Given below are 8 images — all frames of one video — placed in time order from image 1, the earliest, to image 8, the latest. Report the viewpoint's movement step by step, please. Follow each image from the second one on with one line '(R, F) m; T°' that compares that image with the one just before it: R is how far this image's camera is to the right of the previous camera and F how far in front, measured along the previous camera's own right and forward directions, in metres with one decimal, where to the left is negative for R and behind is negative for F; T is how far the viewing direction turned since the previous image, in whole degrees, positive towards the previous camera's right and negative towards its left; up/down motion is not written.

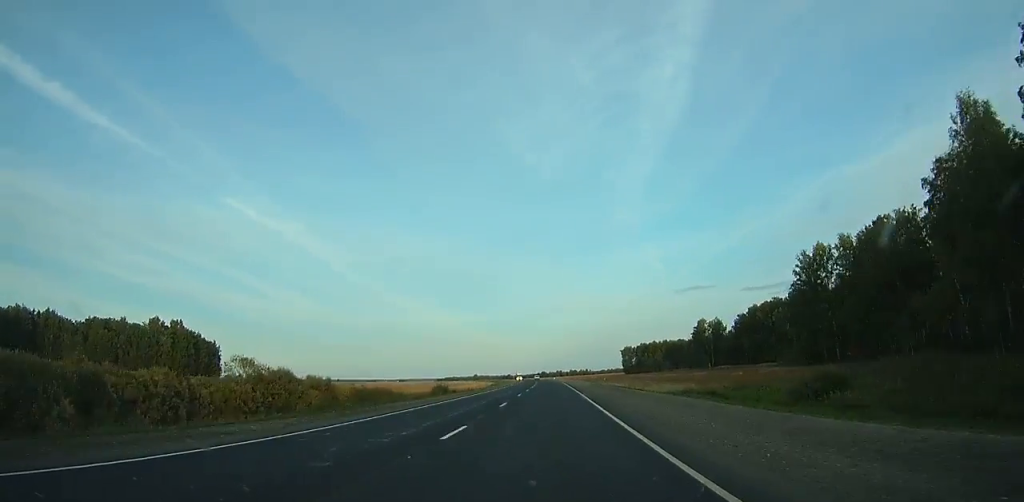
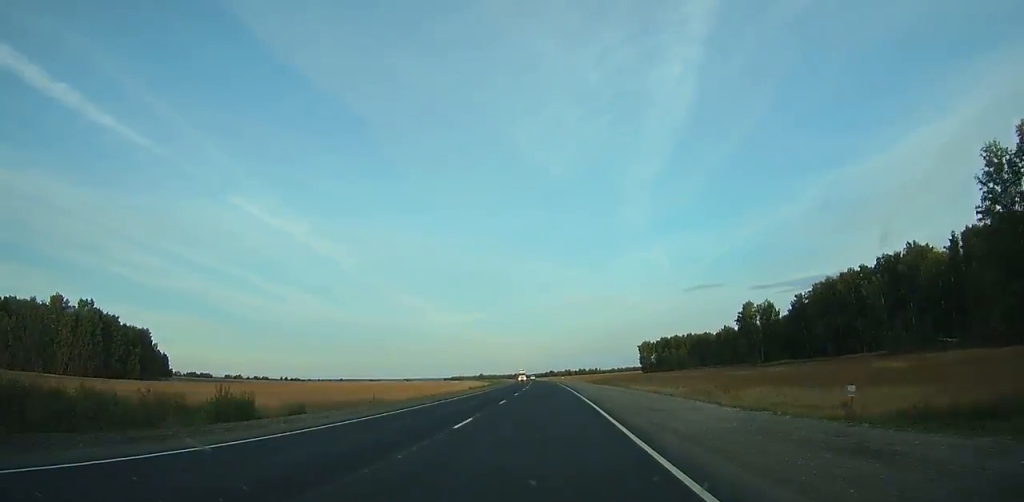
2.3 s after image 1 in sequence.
(-0.3, +56.0) m; -1°
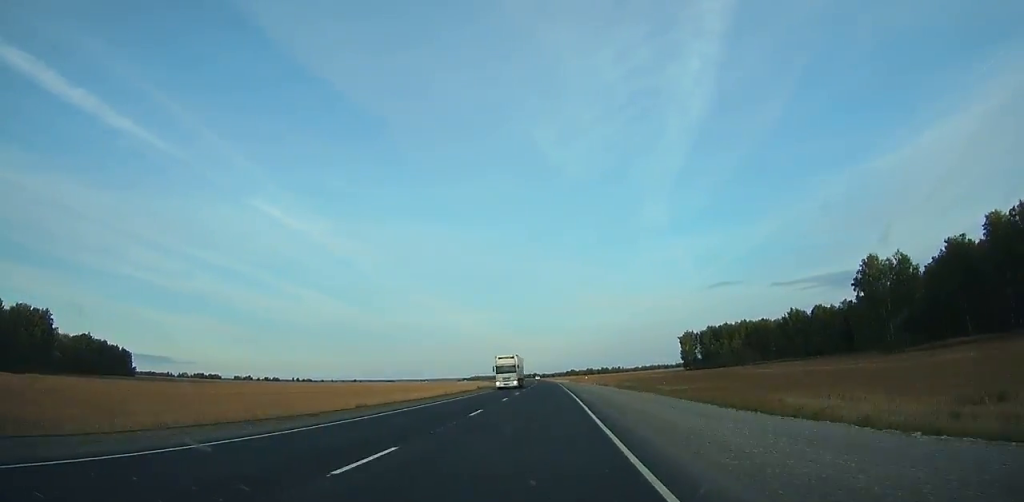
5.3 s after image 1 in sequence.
(-0.4, +74.9) m; -1°
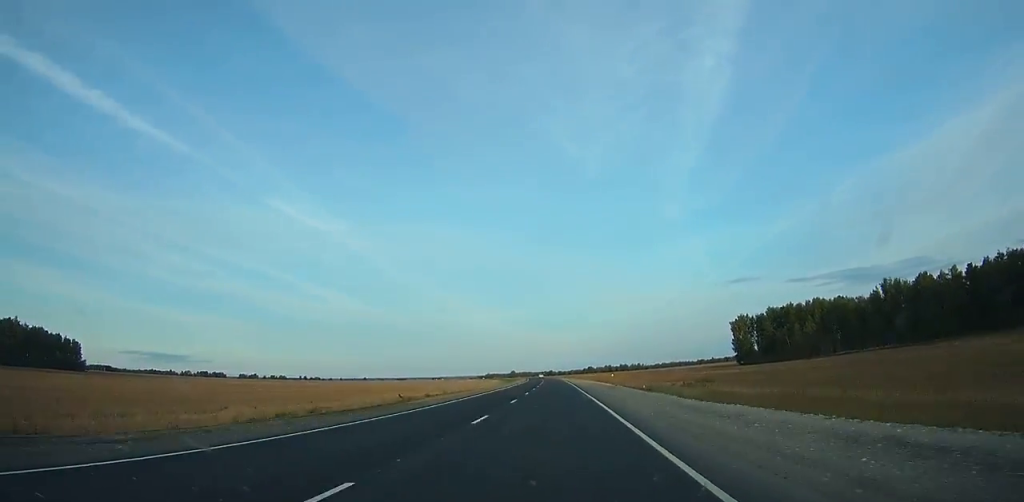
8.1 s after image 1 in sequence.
(-1.0, +72.4) m; -2°
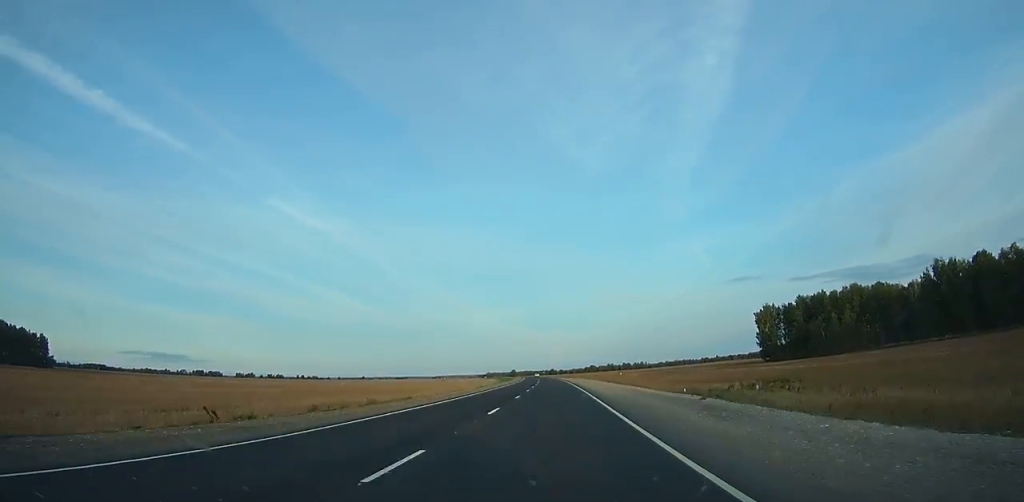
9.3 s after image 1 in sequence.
(-0.2, +31.5) m; -1°
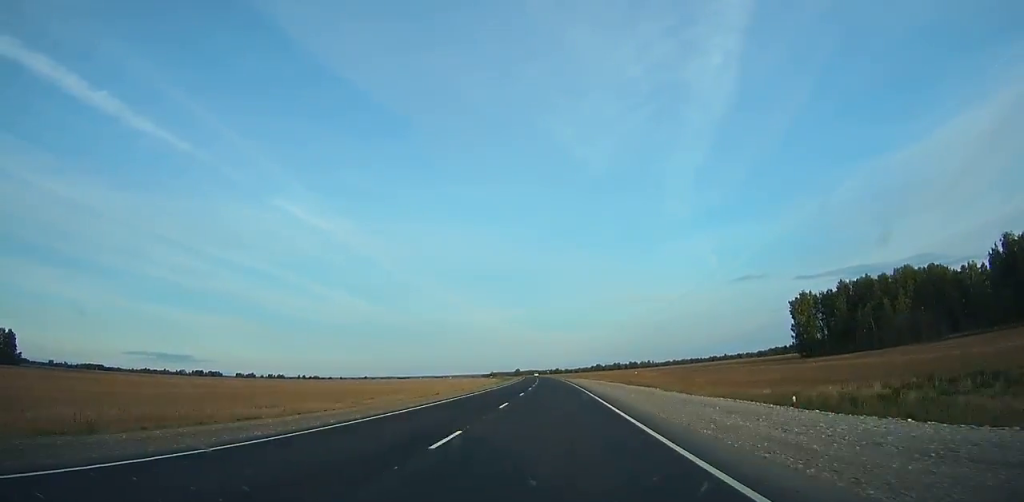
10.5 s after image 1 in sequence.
(-0.3, +32.1) m; -1°
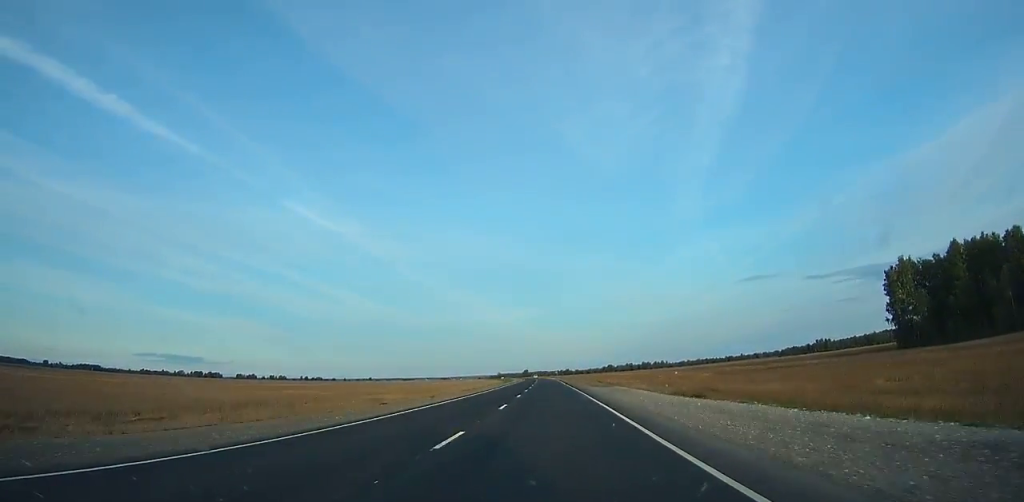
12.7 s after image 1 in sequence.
(-0.3, +59.3) m; -1°
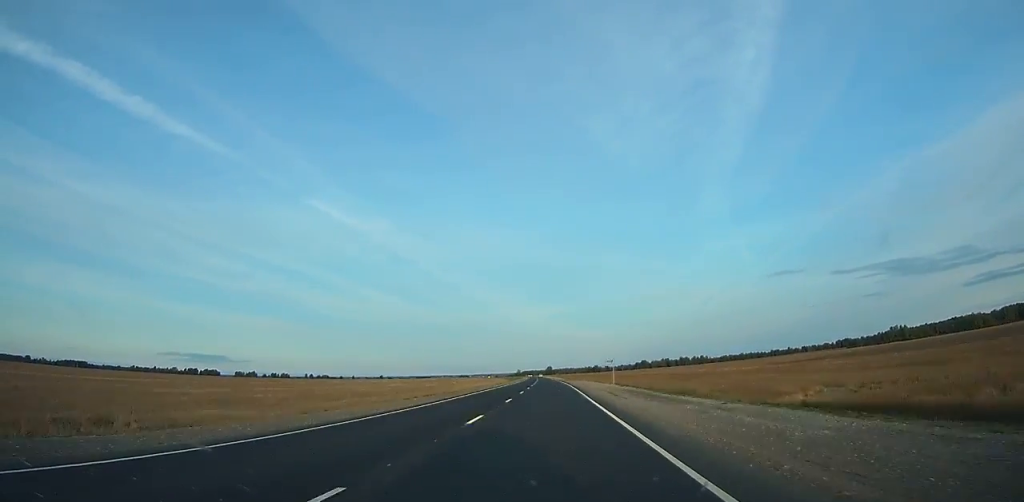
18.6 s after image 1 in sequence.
(-3.6, +164.4) m; -2°
